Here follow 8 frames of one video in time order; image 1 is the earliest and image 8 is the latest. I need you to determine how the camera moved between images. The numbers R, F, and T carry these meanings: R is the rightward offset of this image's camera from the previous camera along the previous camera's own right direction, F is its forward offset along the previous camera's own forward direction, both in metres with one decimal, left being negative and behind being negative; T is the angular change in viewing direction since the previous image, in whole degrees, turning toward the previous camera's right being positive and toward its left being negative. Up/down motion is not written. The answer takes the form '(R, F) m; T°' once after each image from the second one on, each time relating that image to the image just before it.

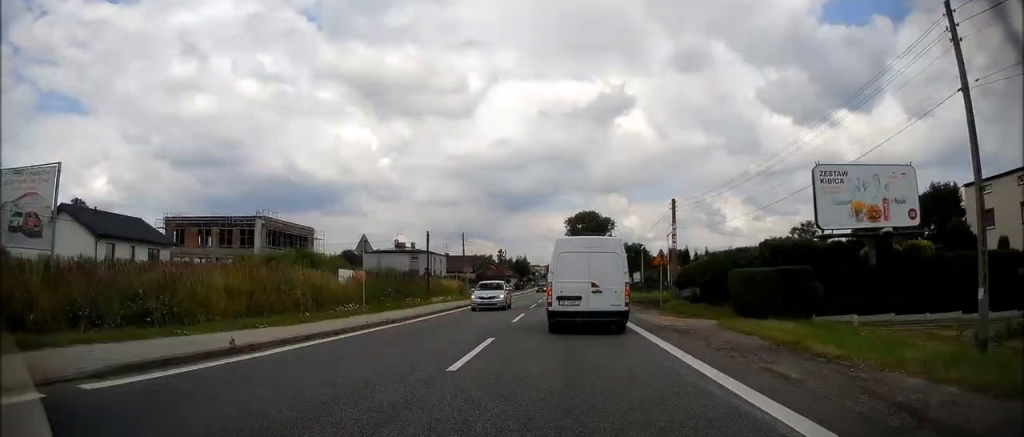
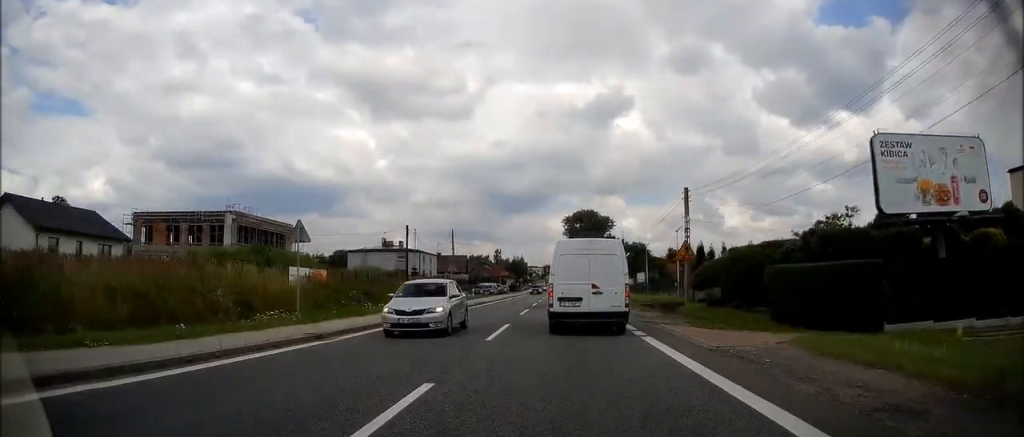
(-0.2, +6.3) m; 0°
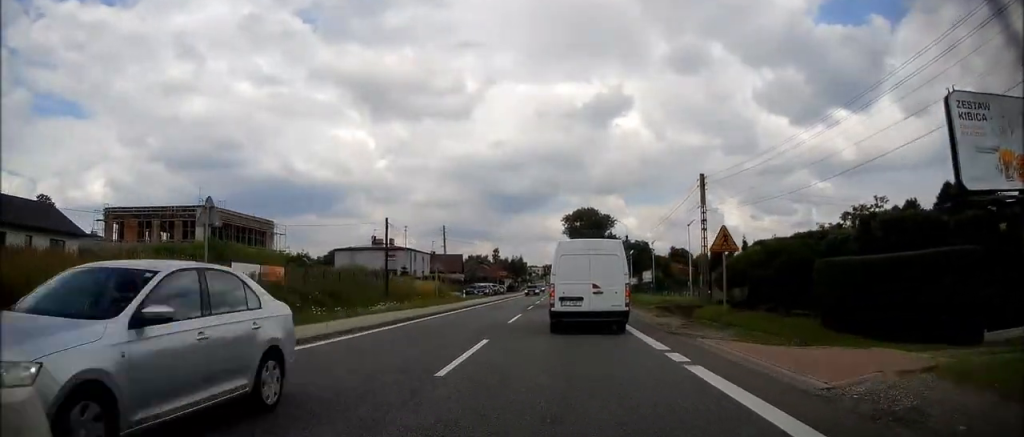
(+0.1, +5.4) m; 0°
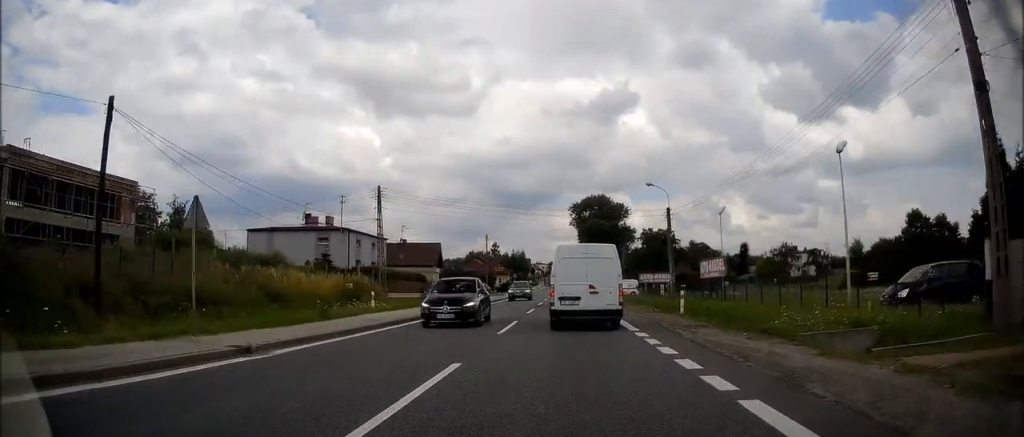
(-0.4, +27.5) m; -2°
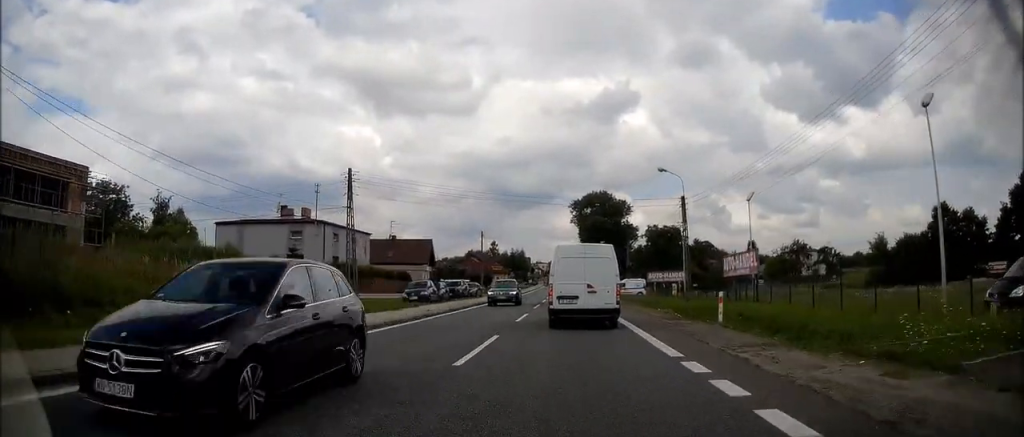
(-0.1, +6.4) m; +1°
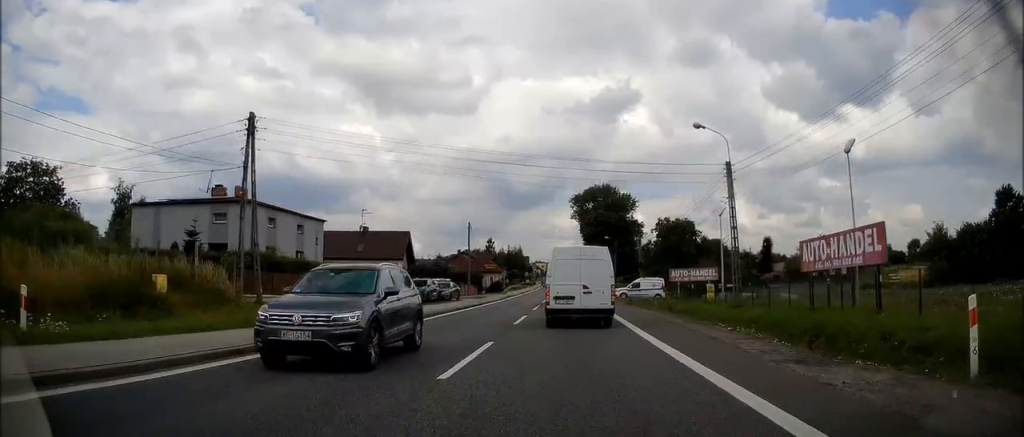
(+0.2, +12.9) m; +1°
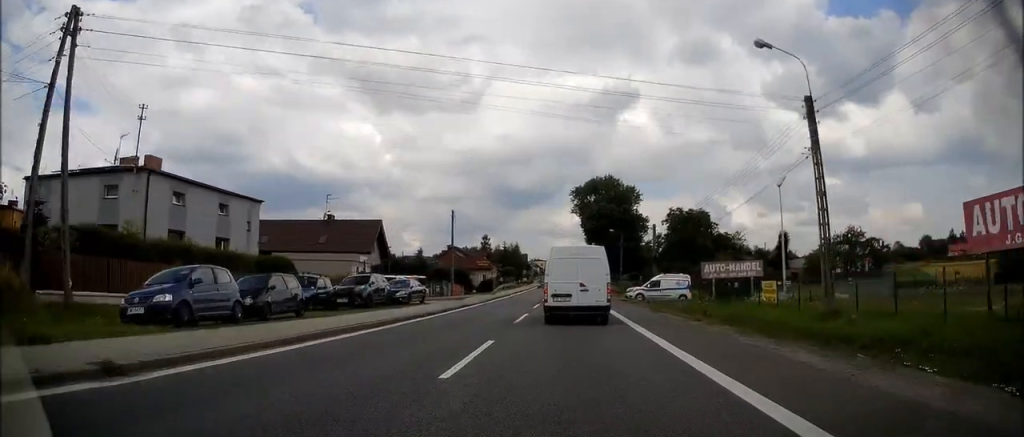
(0.0, +11.7) m; 0°
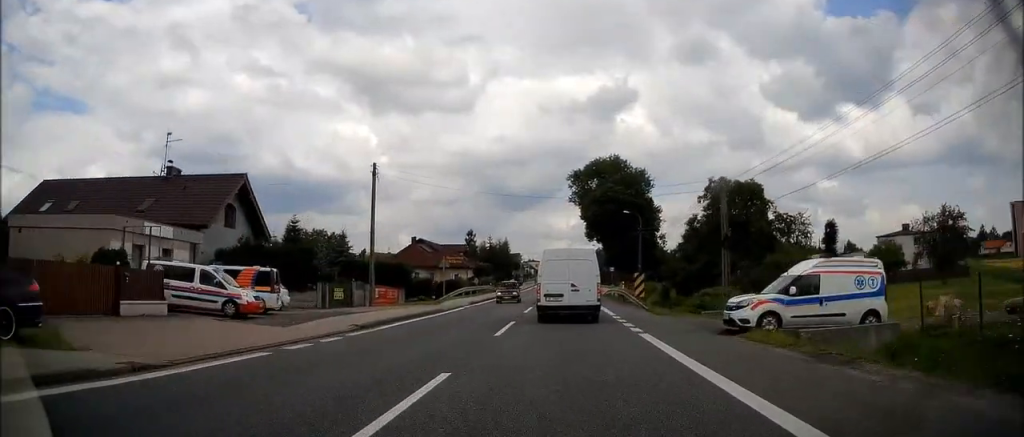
(-0.2, +28.2) m; -1°
